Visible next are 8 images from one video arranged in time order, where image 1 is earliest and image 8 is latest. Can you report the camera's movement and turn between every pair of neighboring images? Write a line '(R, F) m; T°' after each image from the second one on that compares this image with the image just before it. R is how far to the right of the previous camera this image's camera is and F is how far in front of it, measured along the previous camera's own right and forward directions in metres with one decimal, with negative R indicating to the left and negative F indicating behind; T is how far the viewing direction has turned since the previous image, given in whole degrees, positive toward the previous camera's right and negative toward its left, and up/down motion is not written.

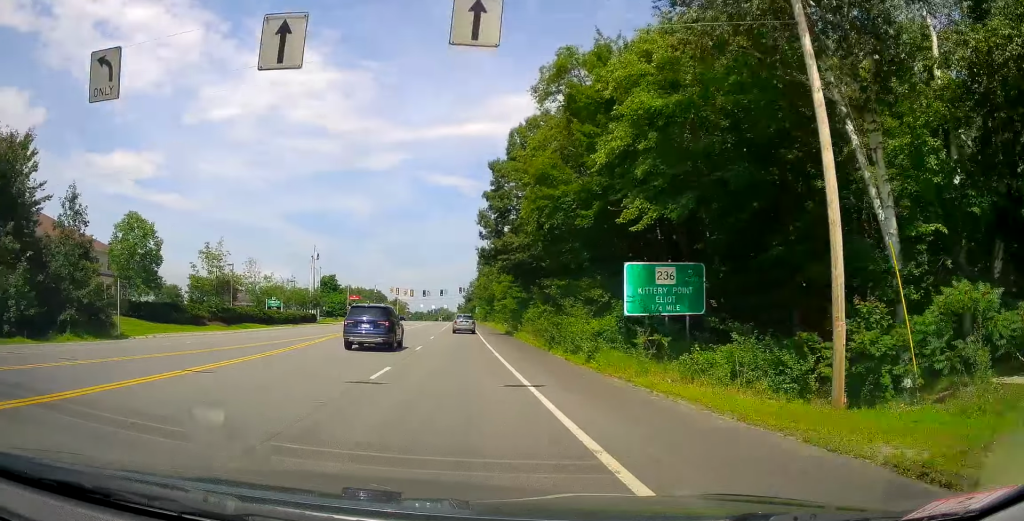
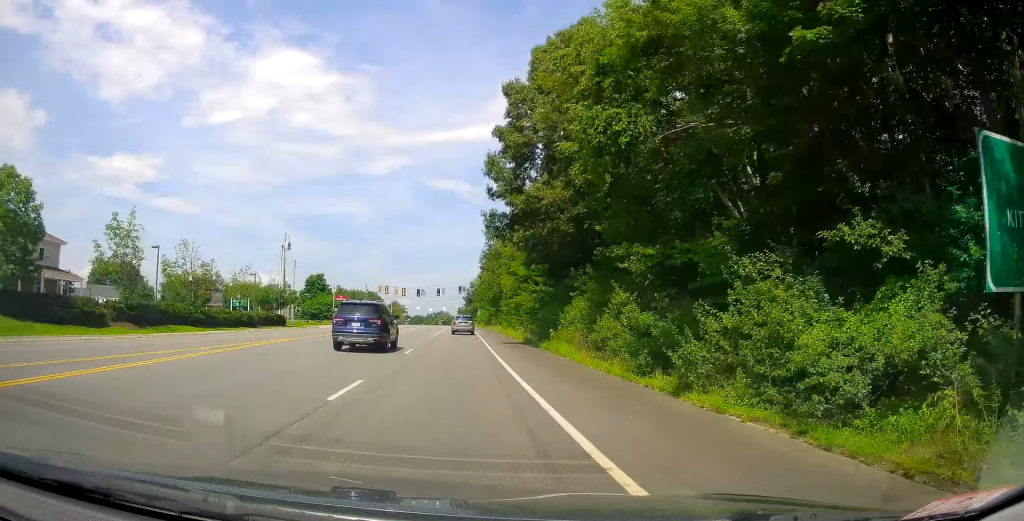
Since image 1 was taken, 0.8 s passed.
(+0.4, +15.3) m; +1°
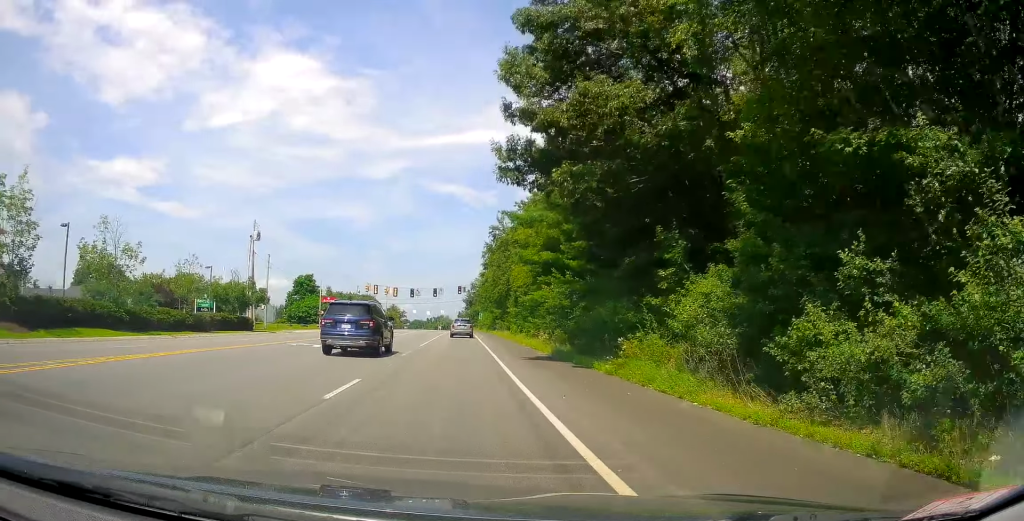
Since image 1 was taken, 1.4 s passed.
(-0.2, +11.4) m; -1°
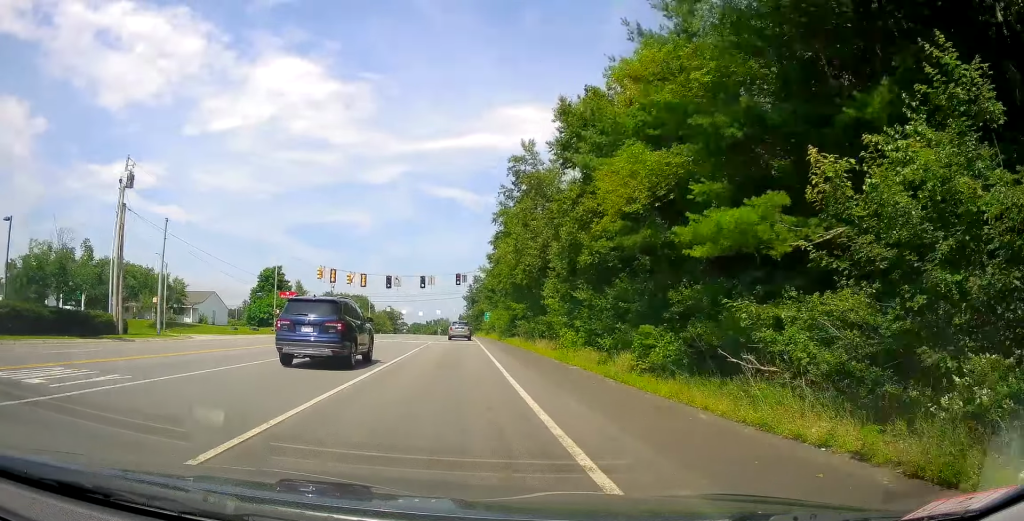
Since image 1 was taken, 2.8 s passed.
(-0.4, +26.4) m; +2°
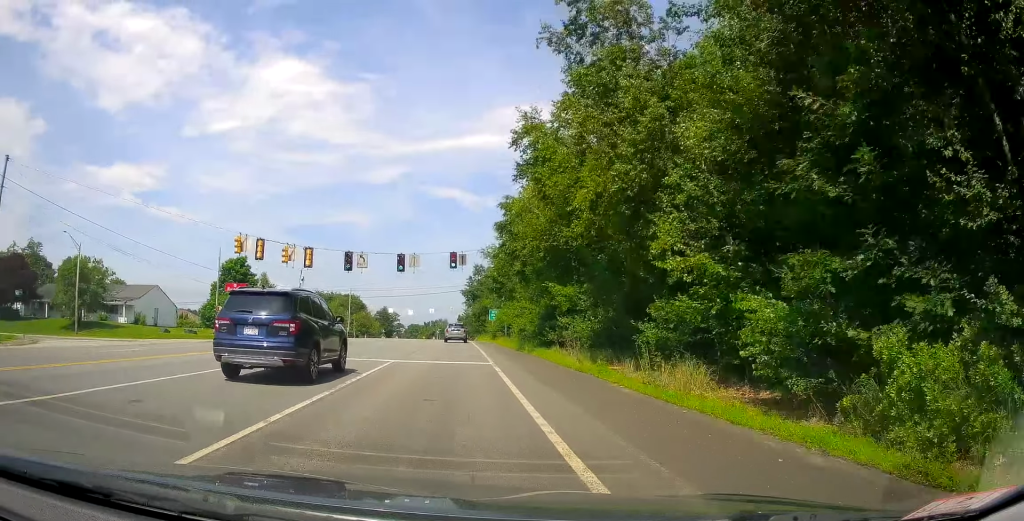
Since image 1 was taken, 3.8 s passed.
(+0.9, +20.1) m; +1°
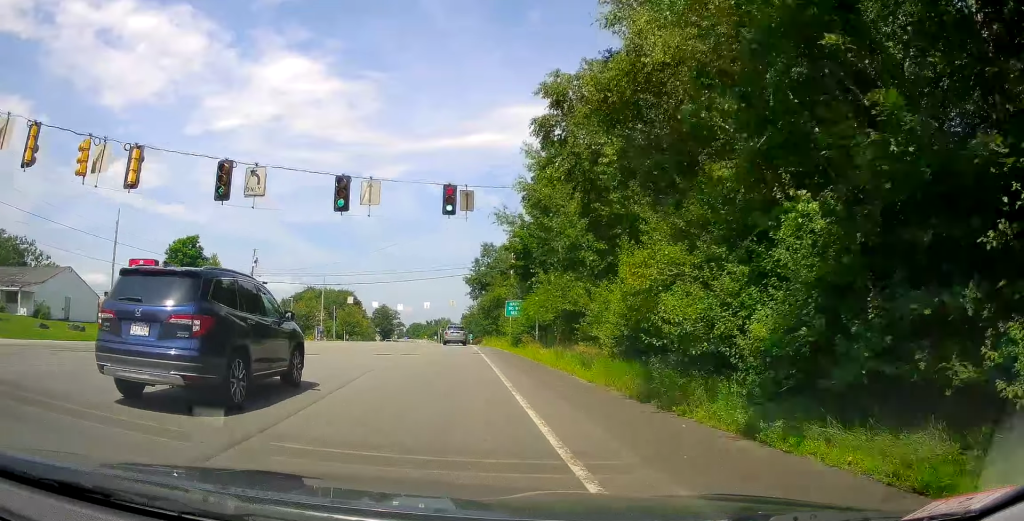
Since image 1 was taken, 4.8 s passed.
(-0.4, +21.8) m; -2°
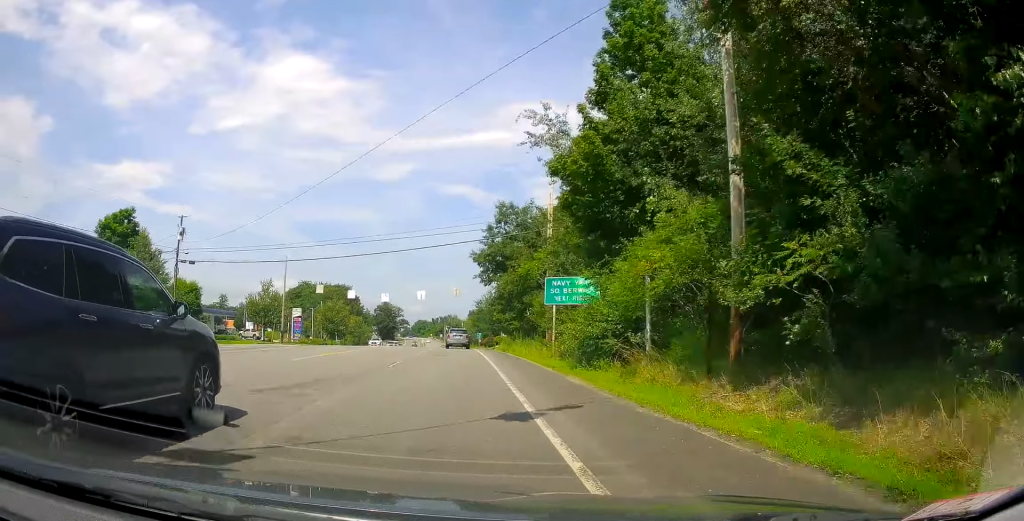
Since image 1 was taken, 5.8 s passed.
(-0.2, +20.0) m; +1°
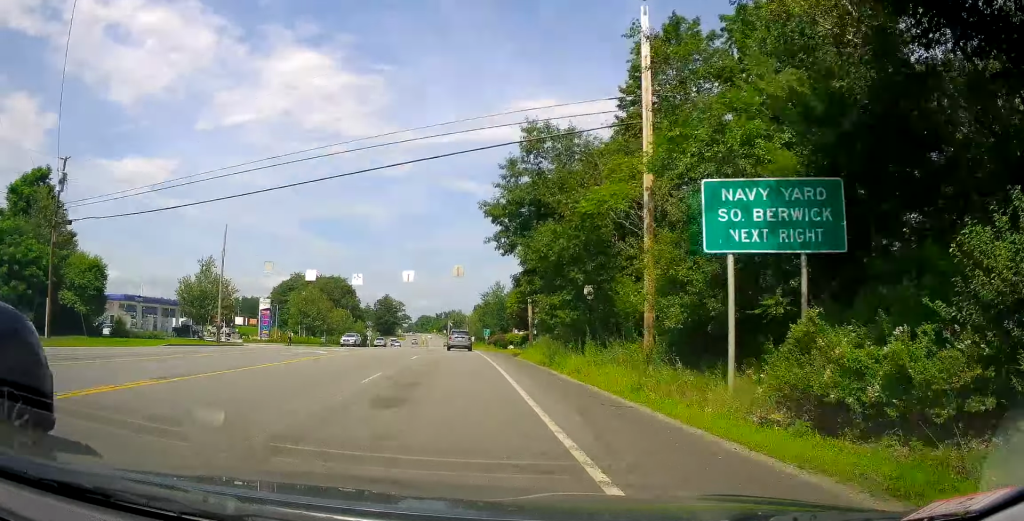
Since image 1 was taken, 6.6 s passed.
(+0.6, +17.4) m; -1°
